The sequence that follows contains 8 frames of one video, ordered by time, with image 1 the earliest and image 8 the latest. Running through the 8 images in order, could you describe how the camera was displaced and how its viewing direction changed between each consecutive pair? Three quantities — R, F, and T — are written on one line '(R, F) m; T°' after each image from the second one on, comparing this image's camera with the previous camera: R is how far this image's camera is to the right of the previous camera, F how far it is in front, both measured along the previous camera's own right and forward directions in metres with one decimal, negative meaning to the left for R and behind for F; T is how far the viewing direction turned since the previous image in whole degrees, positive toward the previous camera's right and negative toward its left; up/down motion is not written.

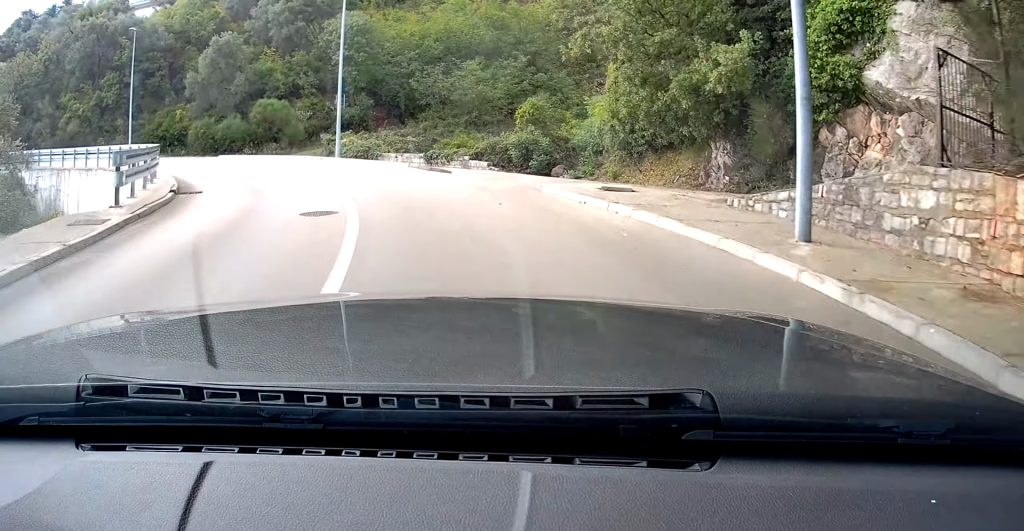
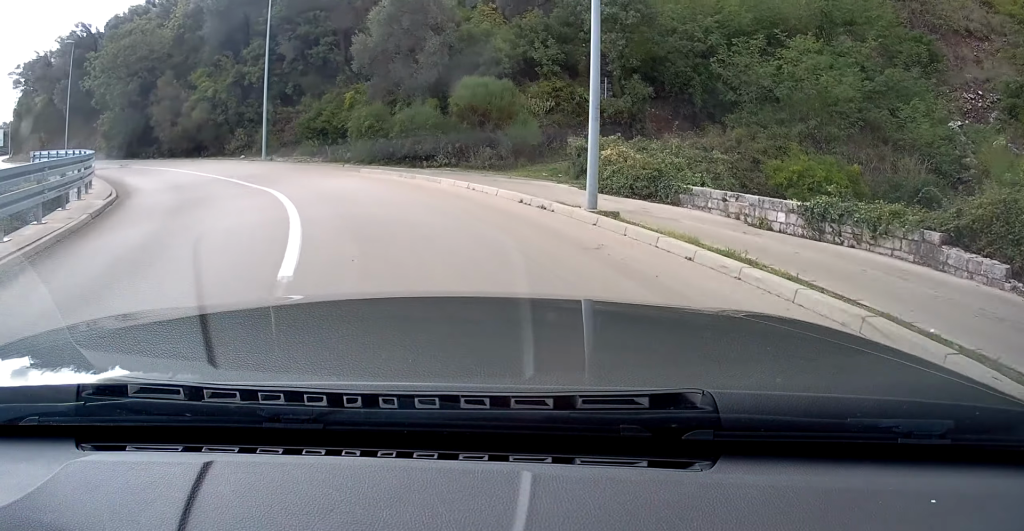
(-4.3, +19.1) m; -26°
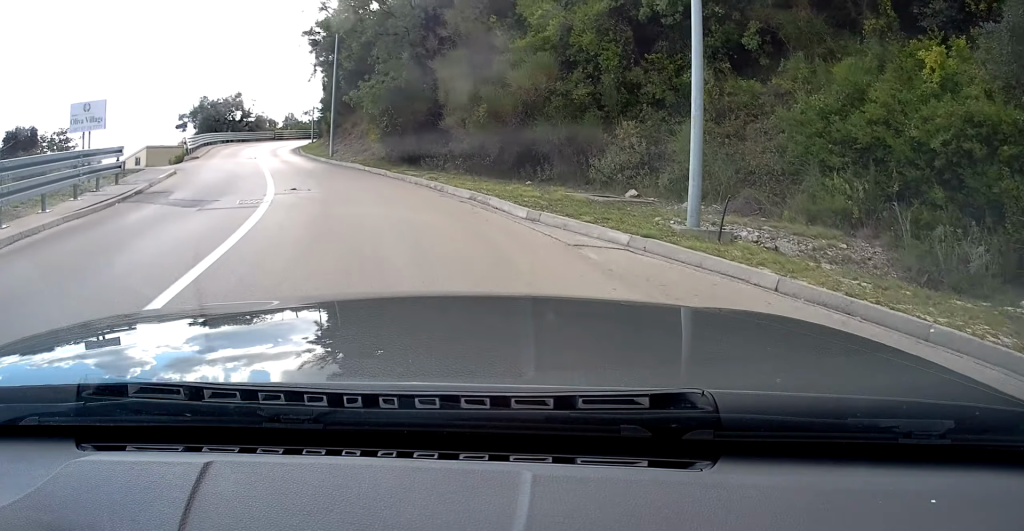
(-7.5, +22.9) m; -33°
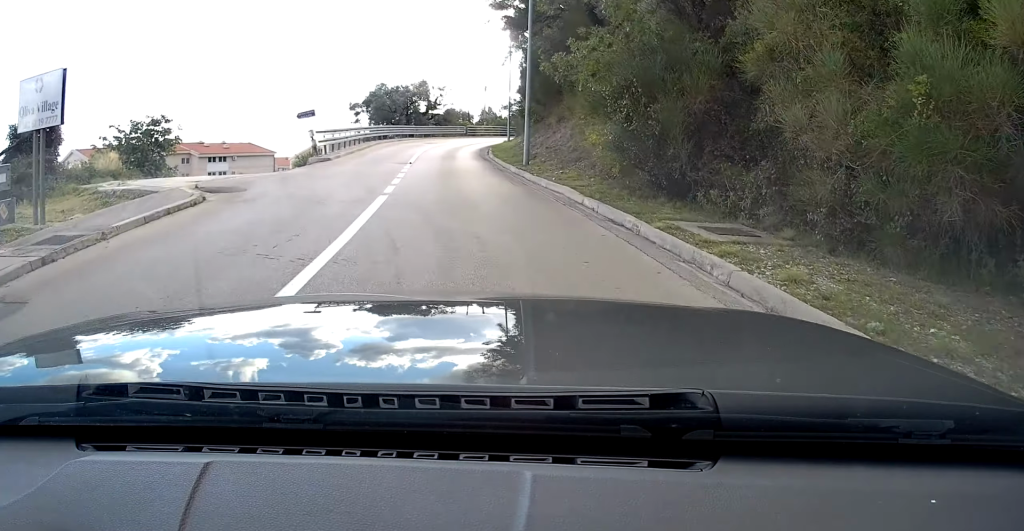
(-1.5, +10.8) m; -15°
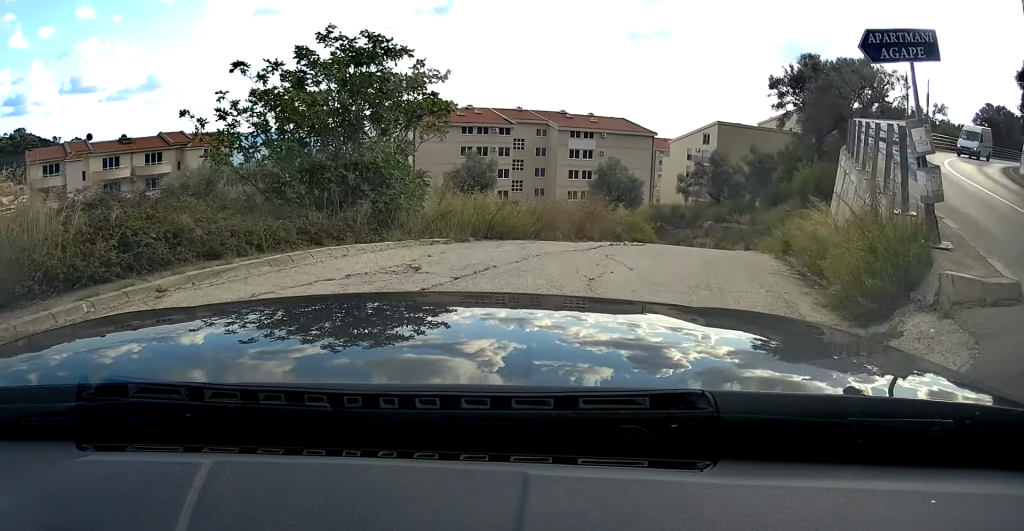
(-5.4, +19.4) m; -18°
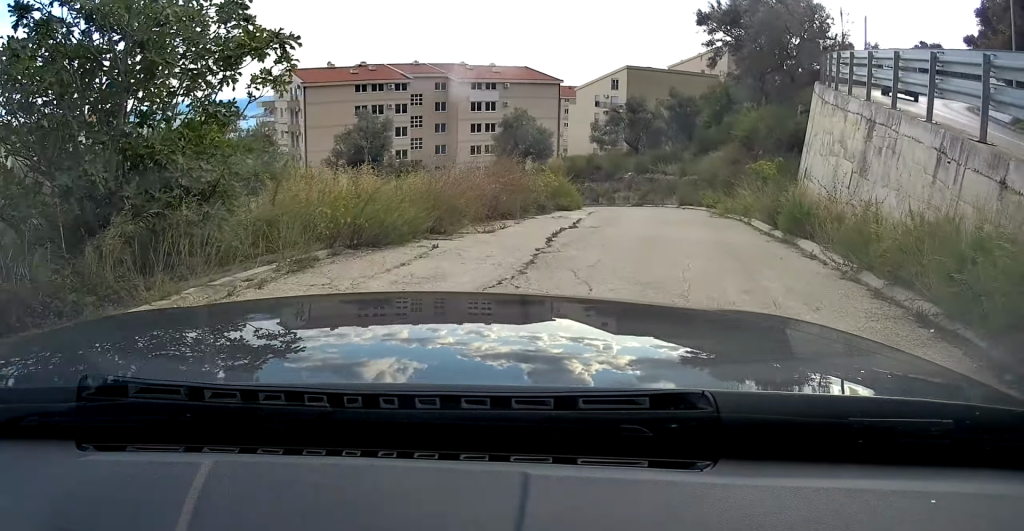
(+0.6, +5.8) m; +8°
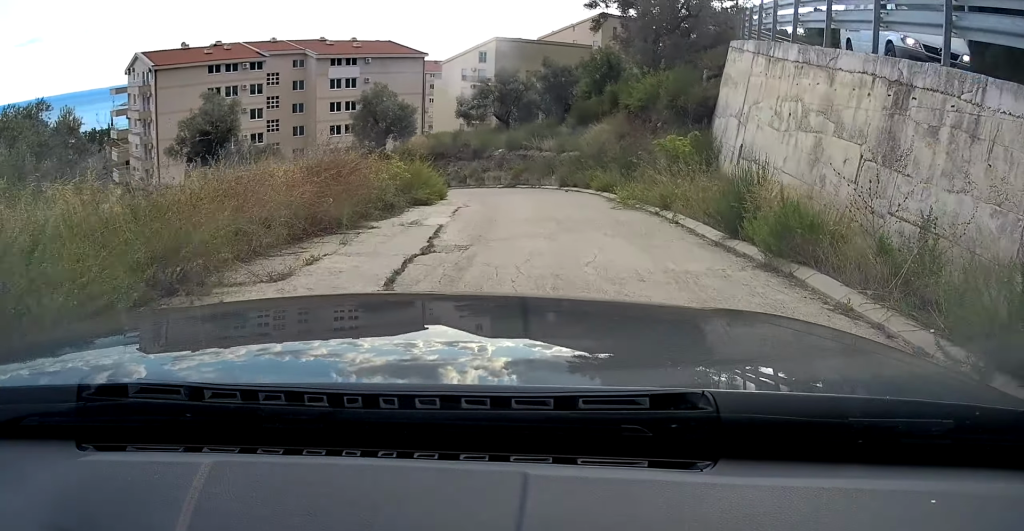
(+0.4, +5.6) m; +5°
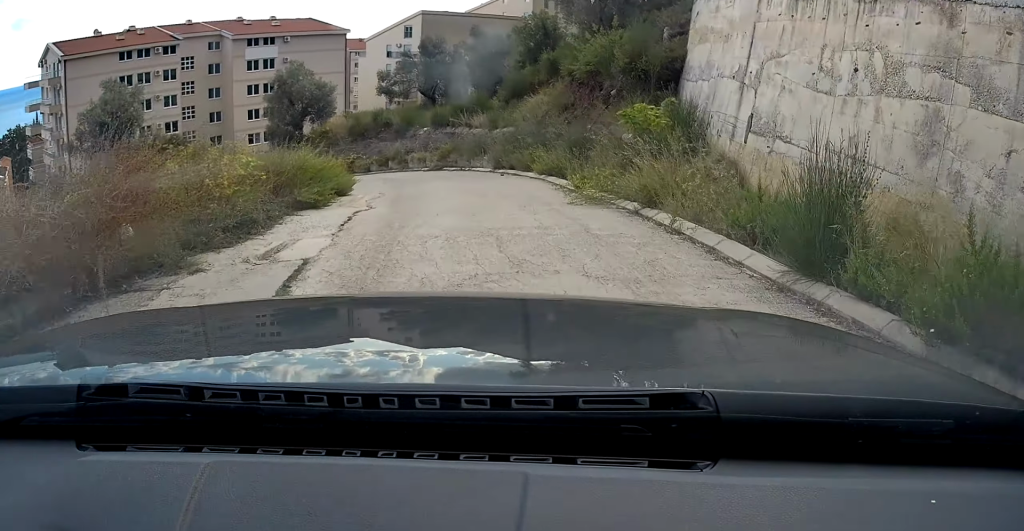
(+0.2, +4.6) m; +3°
